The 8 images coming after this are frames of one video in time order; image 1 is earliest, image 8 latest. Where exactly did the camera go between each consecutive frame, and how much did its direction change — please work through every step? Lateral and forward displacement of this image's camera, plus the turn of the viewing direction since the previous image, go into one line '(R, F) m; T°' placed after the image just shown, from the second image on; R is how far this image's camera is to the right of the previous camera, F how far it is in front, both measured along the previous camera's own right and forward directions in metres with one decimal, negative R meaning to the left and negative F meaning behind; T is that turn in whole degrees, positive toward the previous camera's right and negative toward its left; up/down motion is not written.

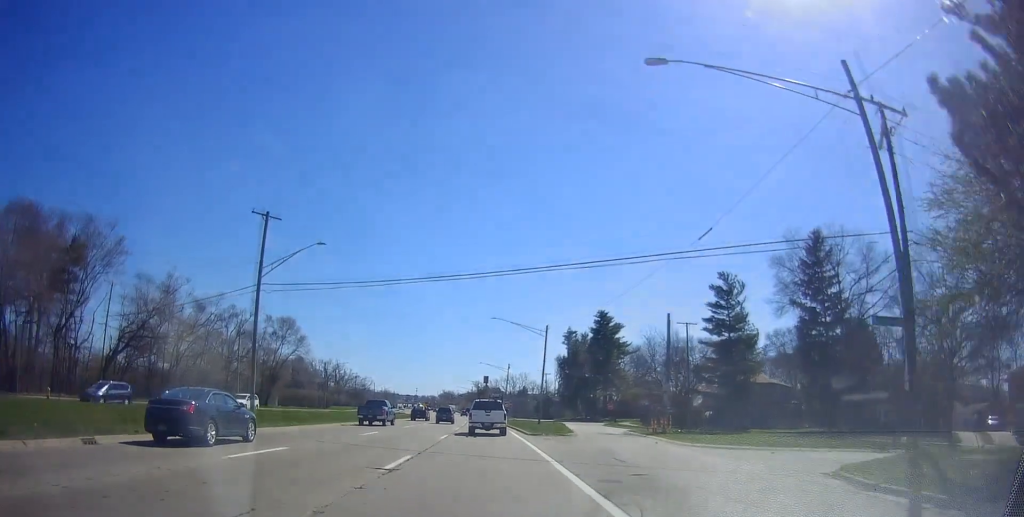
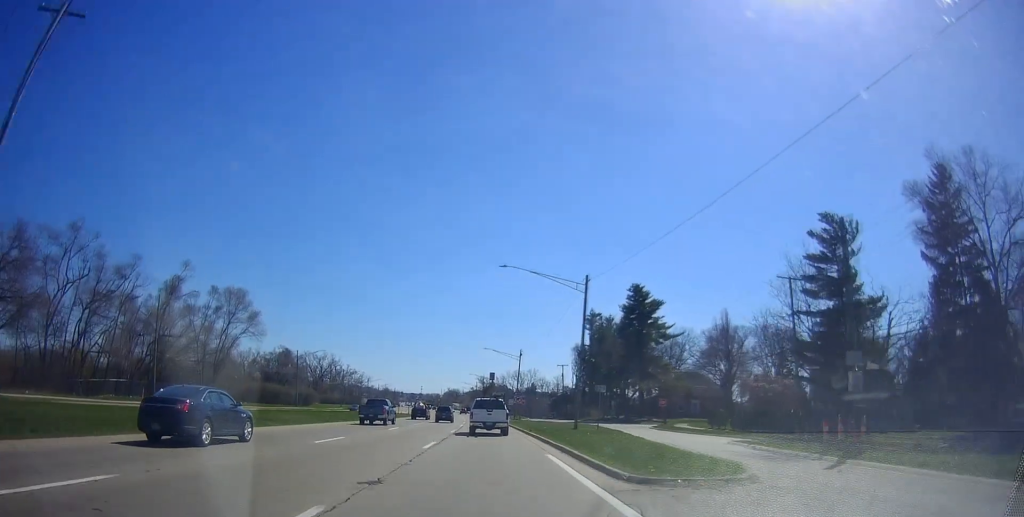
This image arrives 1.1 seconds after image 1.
(+0.2, +23.3) m; -2°
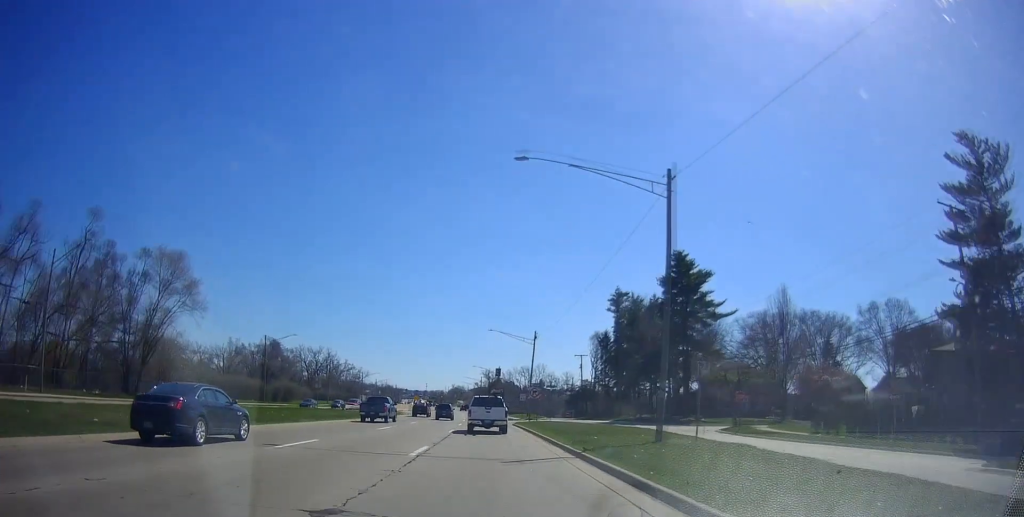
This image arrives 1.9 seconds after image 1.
(-0.6, +19.2) m; -2°
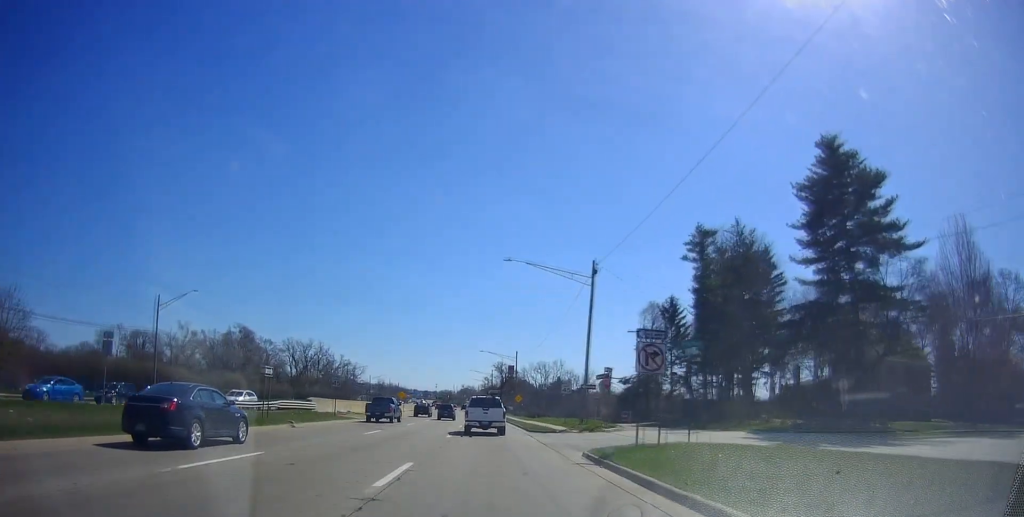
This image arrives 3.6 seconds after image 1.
(-0.3, +35.9) m; -1°
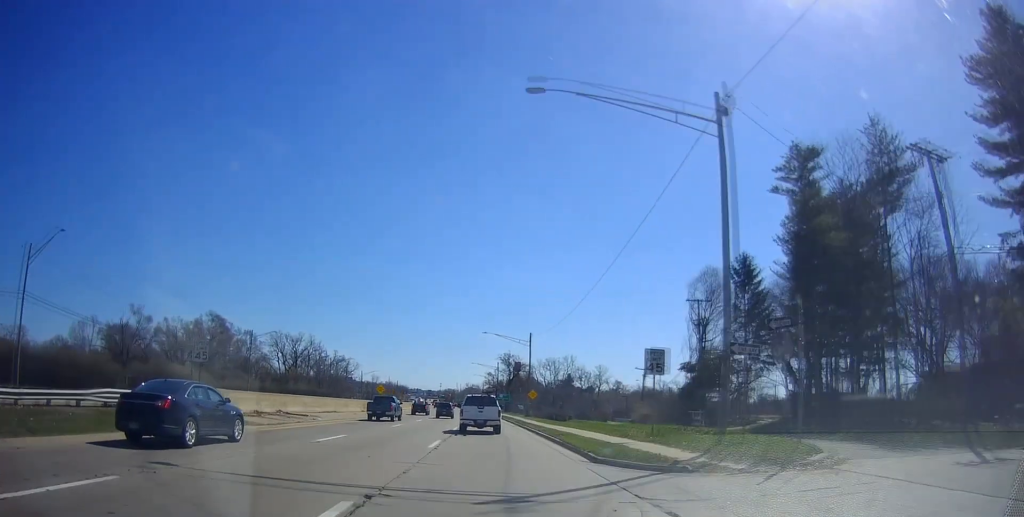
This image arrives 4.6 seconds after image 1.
(-0.4, +22.2) m; -1°
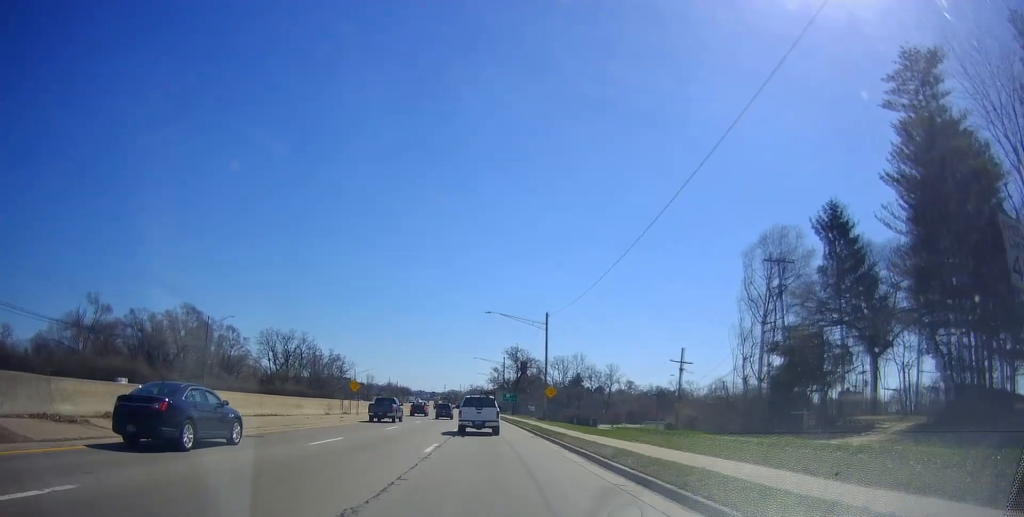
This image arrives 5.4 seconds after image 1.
(-0.3, +16.3) m; 0°
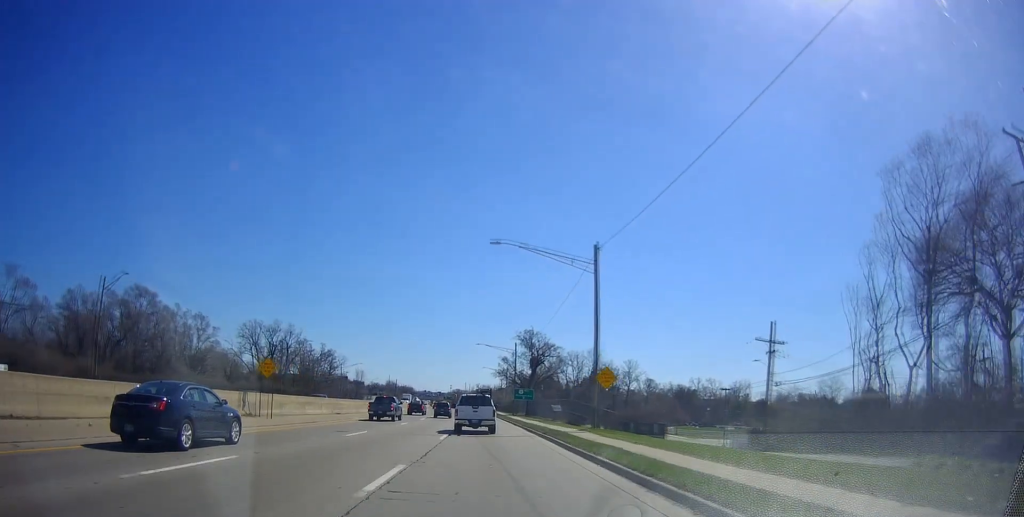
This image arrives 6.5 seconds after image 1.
(+0.3, +24.7) m; 0°
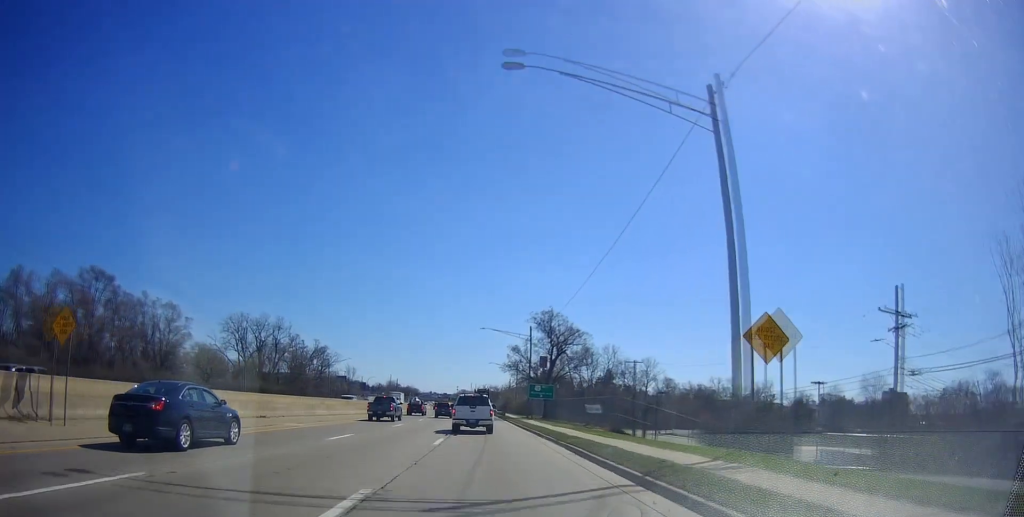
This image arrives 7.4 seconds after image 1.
(-0.3, +18.9) m; 0°
